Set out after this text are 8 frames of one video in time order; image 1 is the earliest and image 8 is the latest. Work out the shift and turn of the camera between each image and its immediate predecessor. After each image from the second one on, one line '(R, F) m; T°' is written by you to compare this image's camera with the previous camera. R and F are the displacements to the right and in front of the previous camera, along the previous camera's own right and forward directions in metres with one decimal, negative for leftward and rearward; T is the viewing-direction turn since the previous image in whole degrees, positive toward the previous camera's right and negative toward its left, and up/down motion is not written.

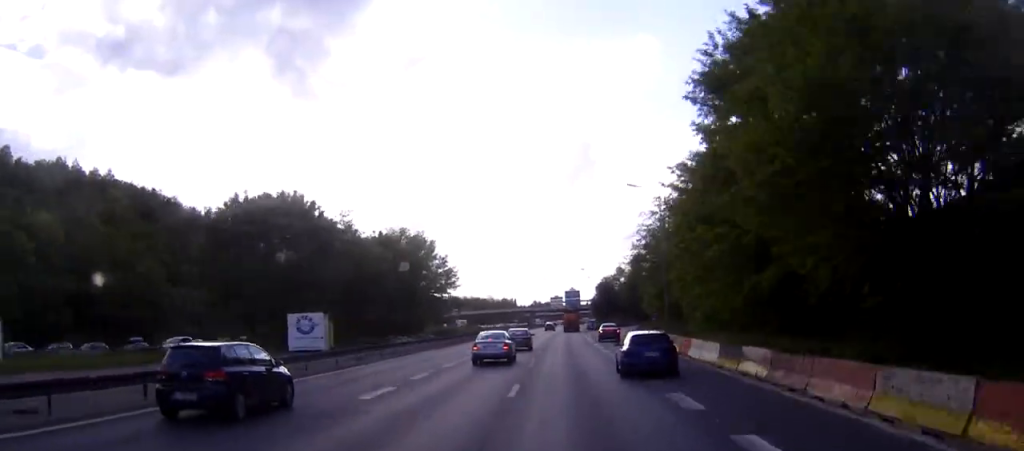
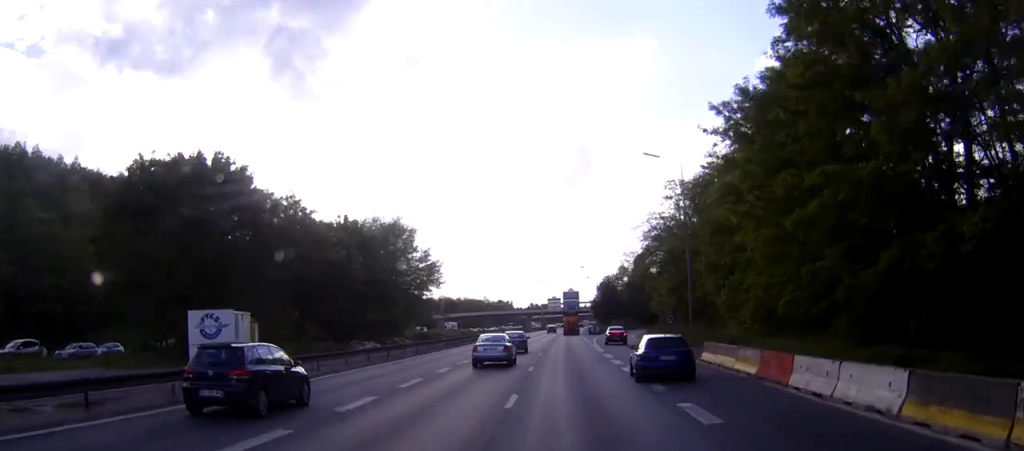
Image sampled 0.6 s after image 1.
(-0.2, +14.4) m; 0°
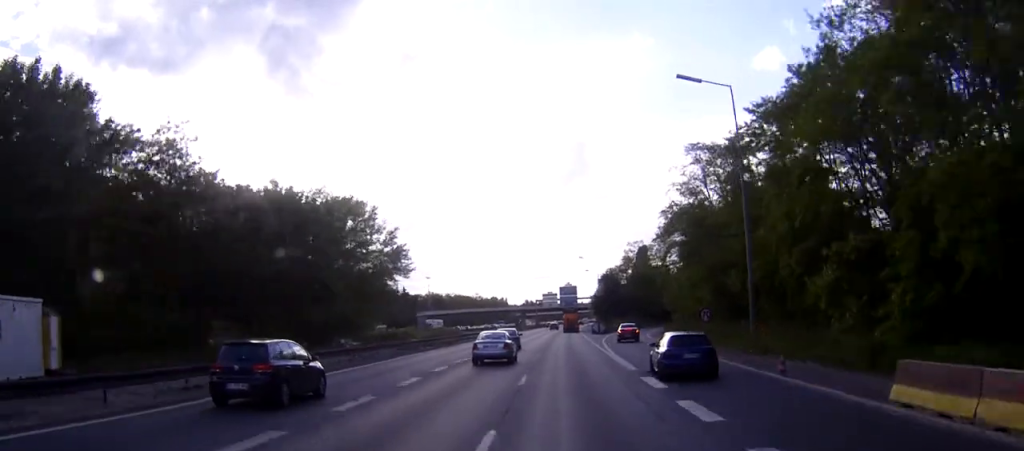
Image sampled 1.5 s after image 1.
(+0.3, +19.1) m; 0°
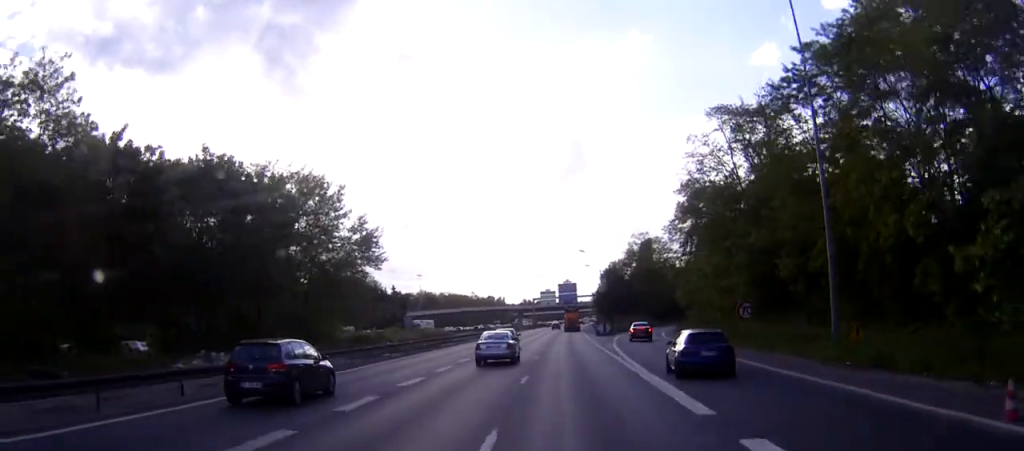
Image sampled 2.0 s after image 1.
(0.0, +12.3) m; 0°
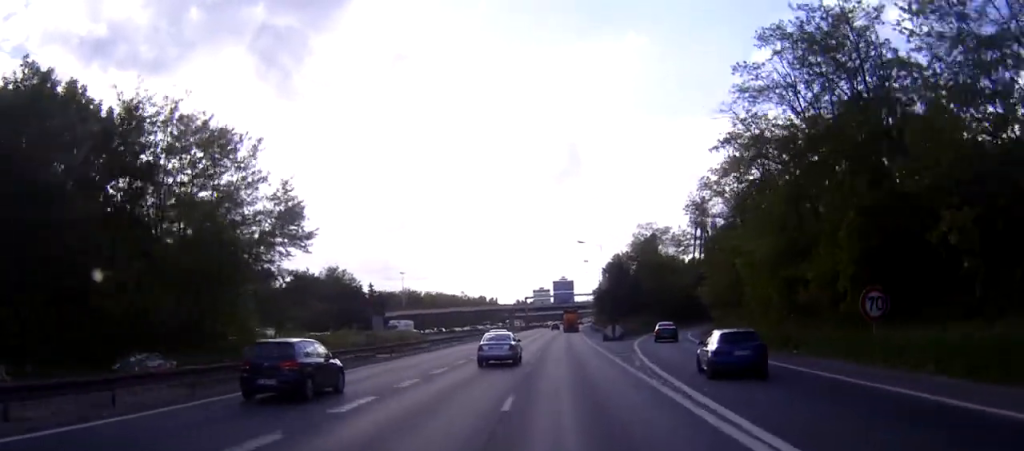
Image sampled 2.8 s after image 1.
(-0.2, +19.2) m; +1°
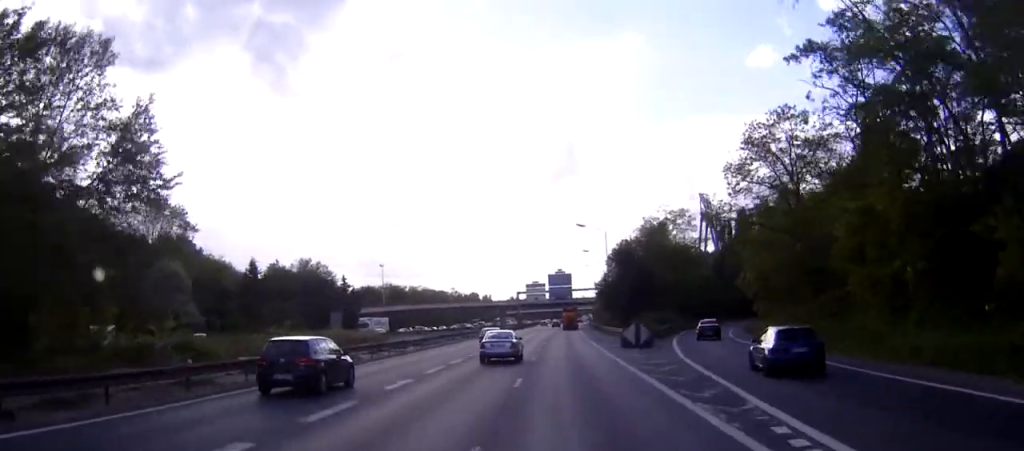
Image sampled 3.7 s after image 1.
(+0.6, +20.0) m; +1°
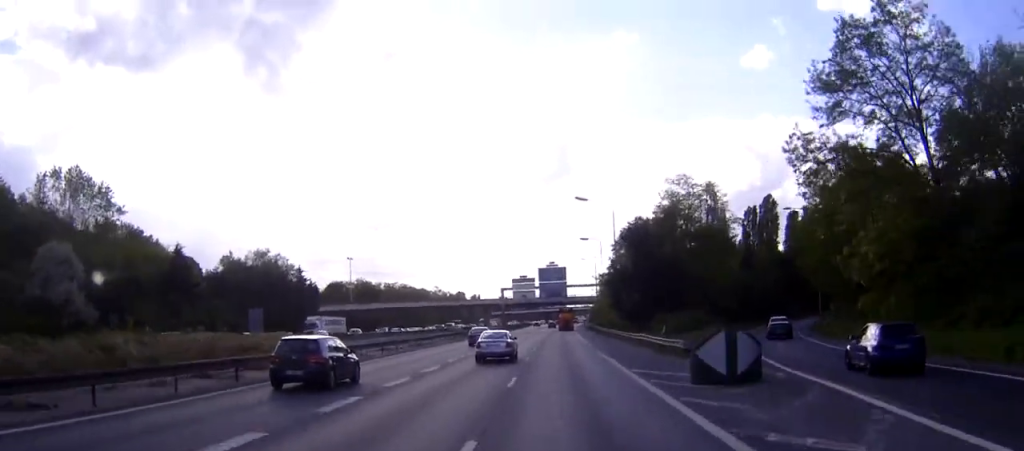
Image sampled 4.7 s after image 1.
(-0.3, +24.1) m; -1°
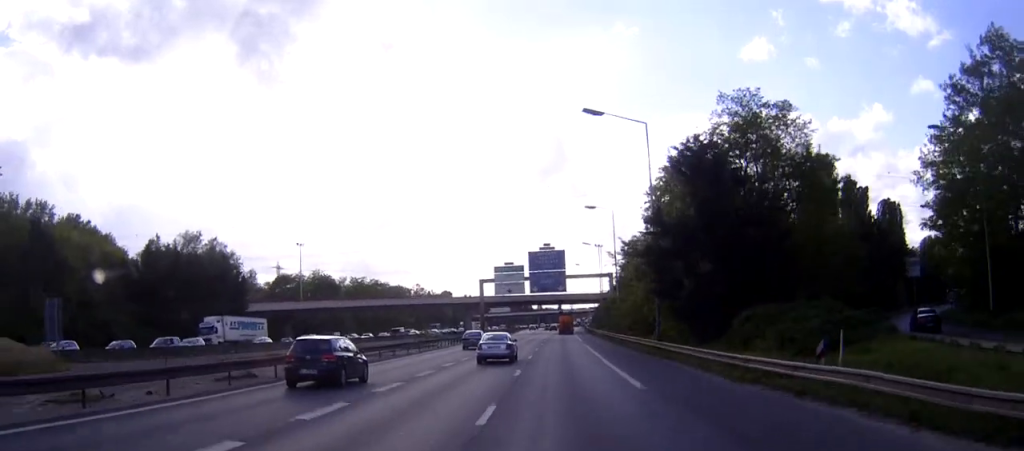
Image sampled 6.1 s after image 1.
(0.0, +31.9) m; 0°
